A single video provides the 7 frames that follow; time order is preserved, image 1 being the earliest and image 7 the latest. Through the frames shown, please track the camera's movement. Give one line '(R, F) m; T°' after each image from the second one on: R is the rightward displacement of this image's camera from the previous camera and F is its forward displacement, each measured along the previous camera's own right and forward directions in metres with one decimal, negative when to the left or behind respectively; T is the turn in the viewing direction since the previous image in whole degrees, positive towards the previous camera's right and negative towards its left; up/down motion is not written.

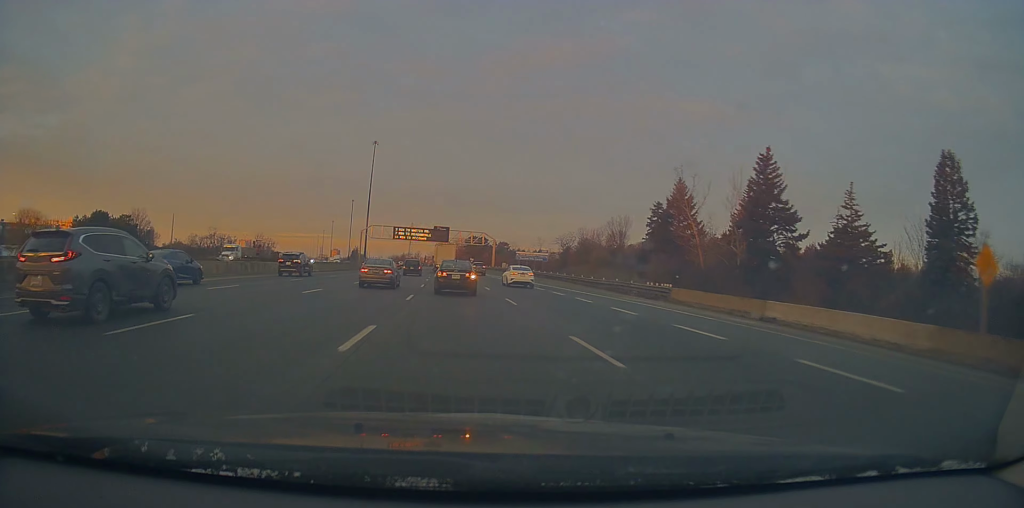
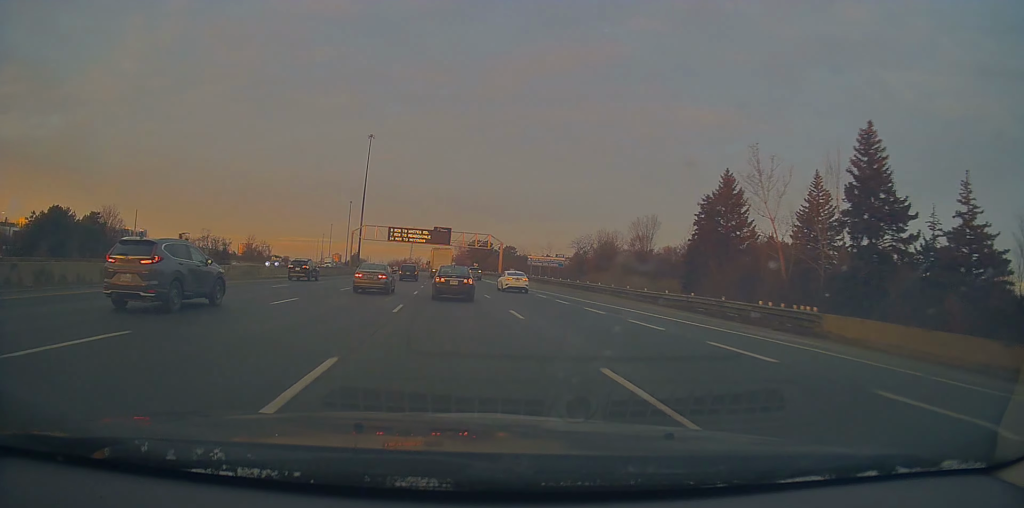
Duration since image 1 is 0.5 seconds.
(-0.1, +14.5) m; -1°
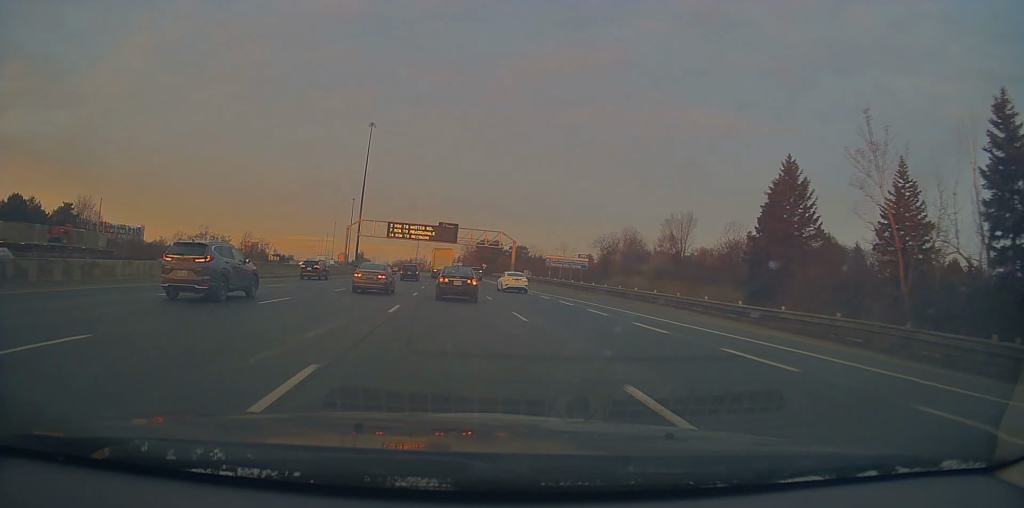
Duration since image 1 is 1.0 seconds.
(-0.1, +12.6) m; 0°
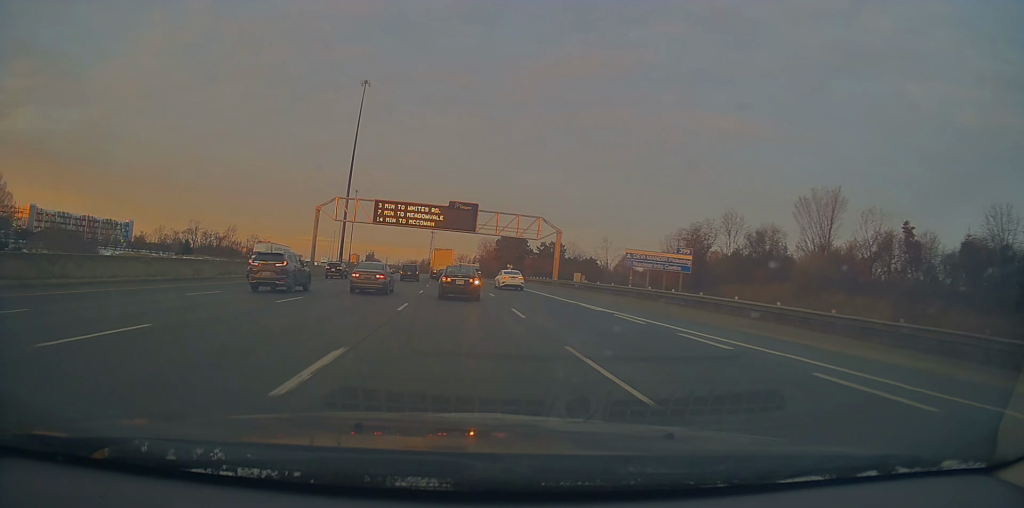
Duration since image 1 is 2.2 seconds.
(-0.1, +33.2) m; -1°
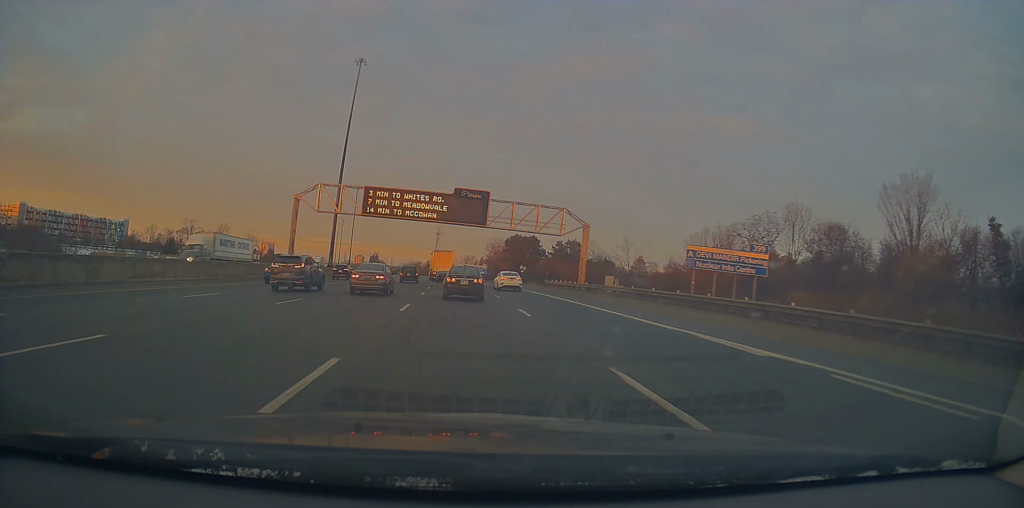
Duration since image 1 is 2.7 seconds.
(0.0, +12.5) m; -1°
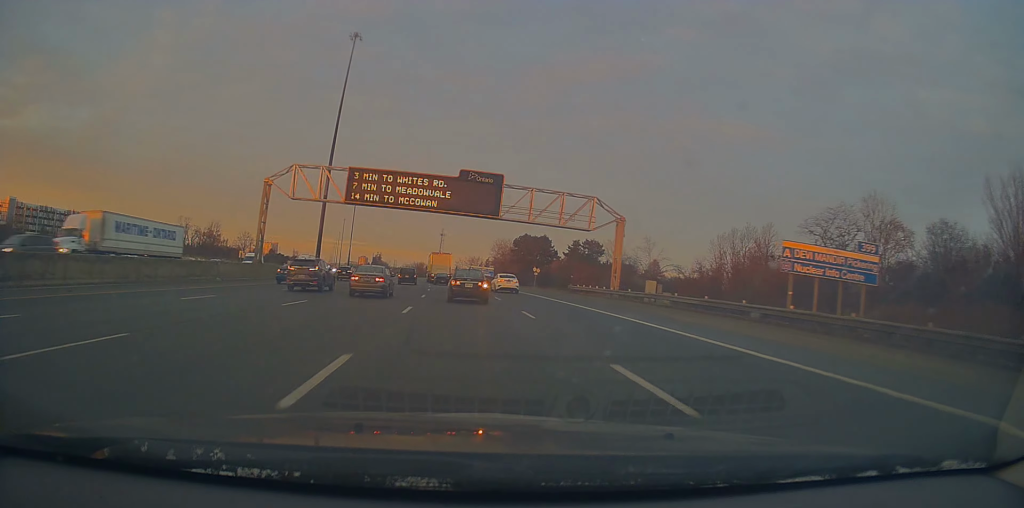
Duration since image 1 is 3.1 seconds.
(-0.2, +11.6) m; -1°
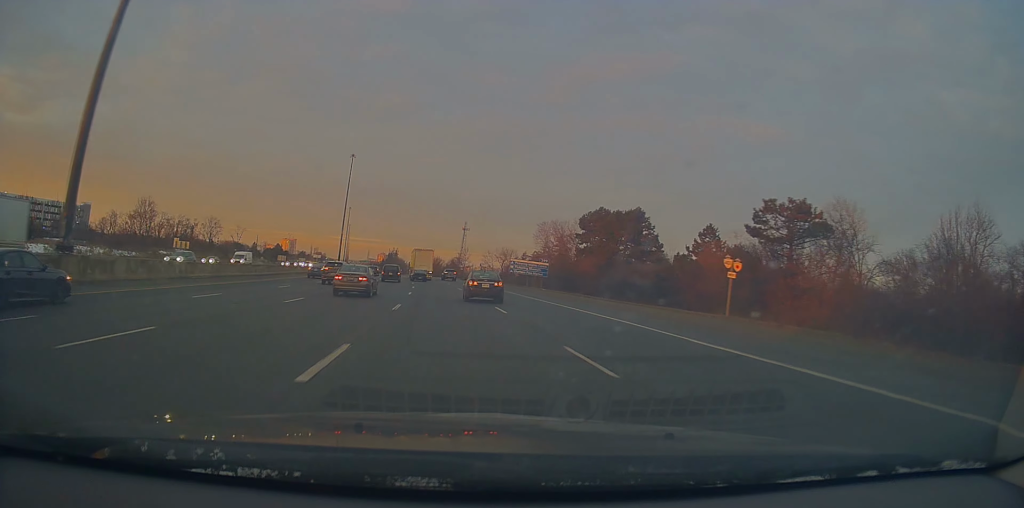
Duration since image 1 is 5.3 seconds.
(-0.7, +57.8) m; -2°
